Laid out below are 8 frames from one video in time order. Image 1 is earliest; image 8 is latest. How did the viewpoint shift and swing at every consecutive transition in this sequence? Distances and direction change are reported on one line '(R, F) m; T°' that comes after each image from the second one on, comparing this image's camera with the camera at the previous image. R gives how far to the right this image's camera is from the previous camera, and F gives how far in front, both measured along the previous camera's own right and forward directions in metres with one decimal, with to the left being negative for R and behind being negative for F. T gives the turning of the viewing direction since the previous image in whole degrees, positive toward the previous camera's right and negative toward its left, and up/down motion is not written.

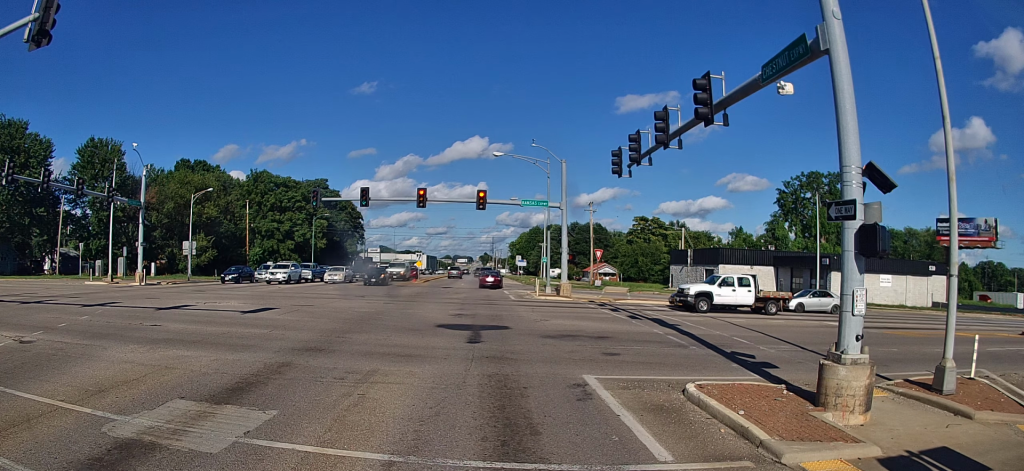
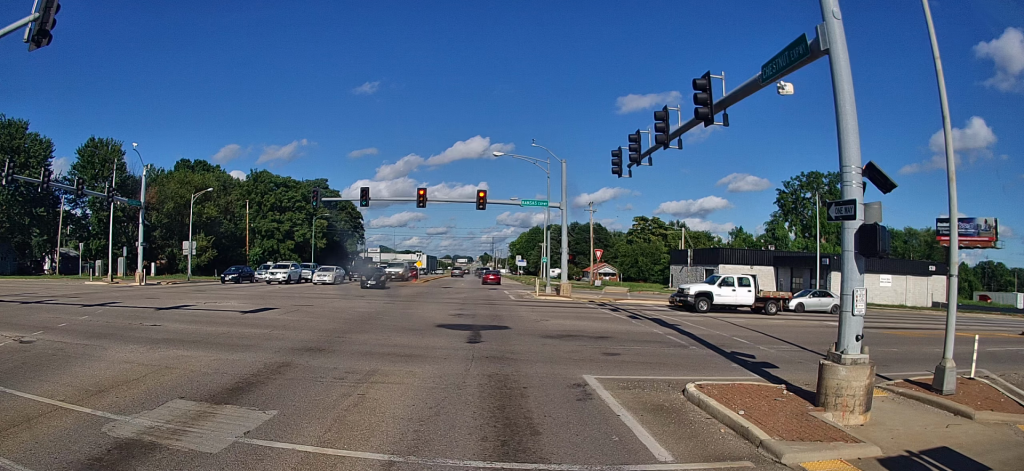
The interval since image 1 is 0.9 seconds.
(0.0, 0.0) m; 0°
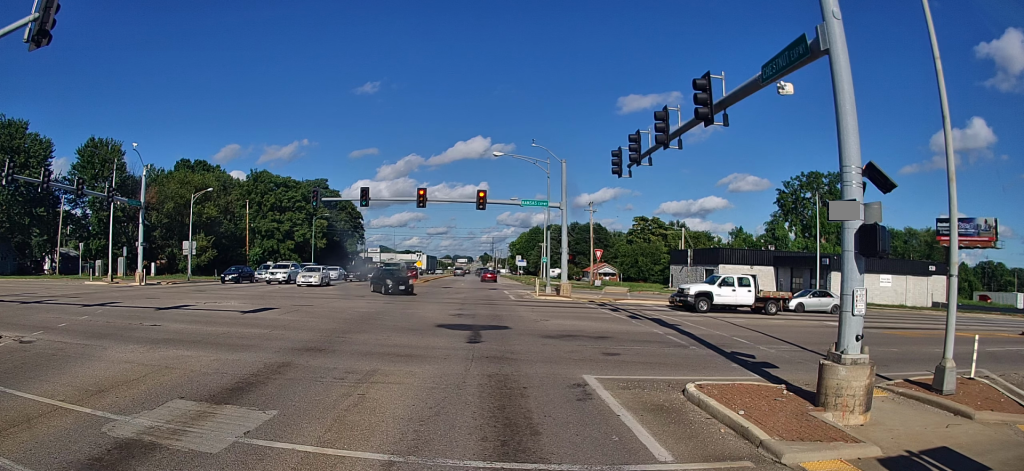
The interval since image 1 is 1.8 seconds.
(0.0, 0.0) m; 0°
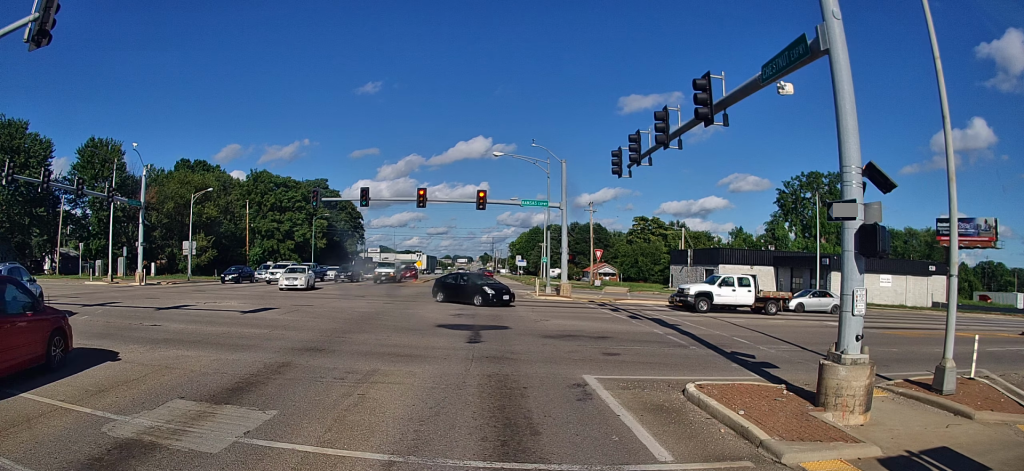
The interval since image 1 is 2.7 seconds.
(0.0, 0.0) m; 0°
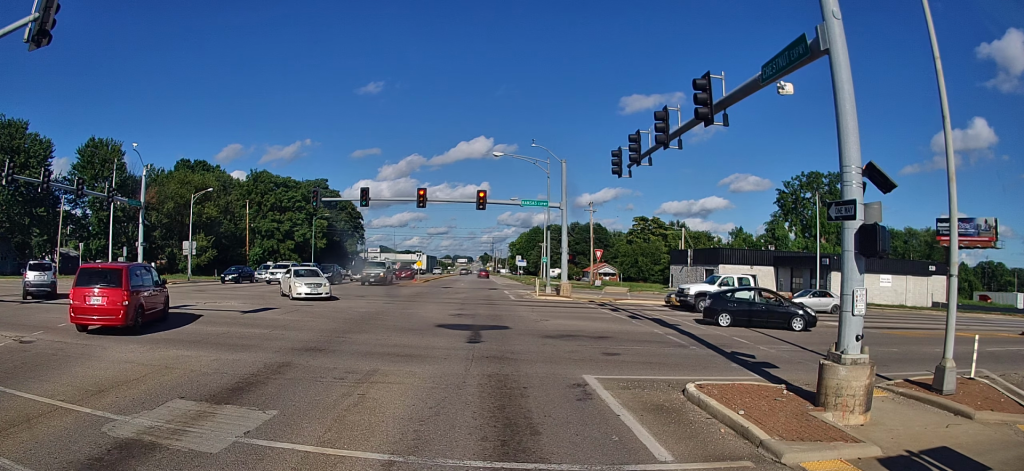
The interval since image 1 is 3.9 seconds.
(0.0, 0.0) m; 0°
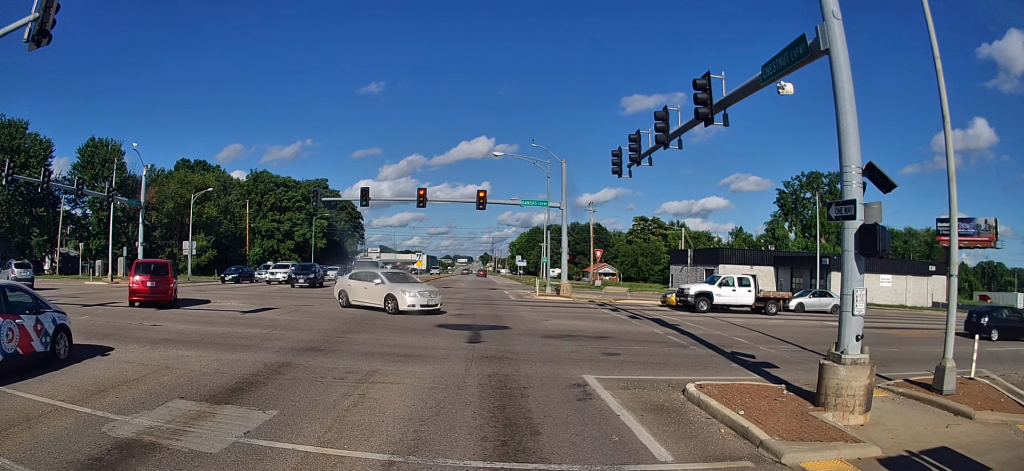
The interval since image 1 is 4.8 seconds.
(0.0, 0.0) m; 0°
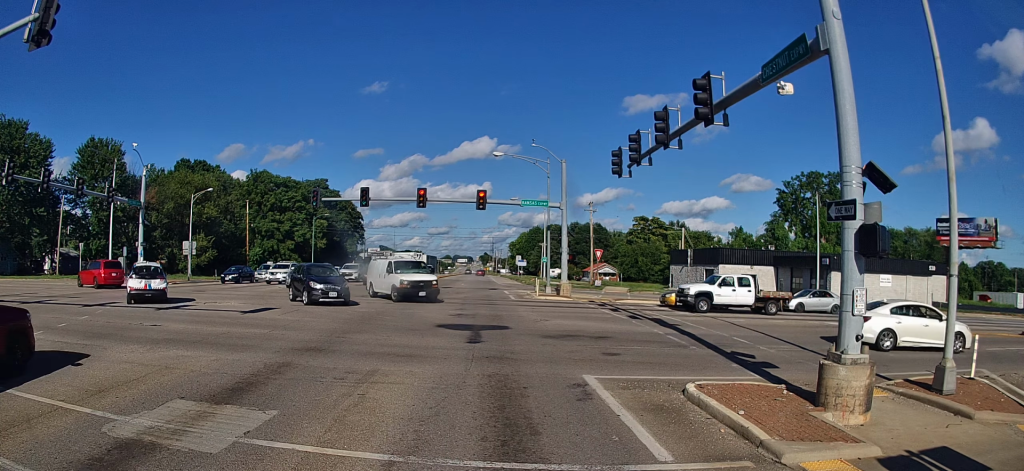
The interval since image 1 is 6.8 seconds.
(0.0, 0.0) m; 0°
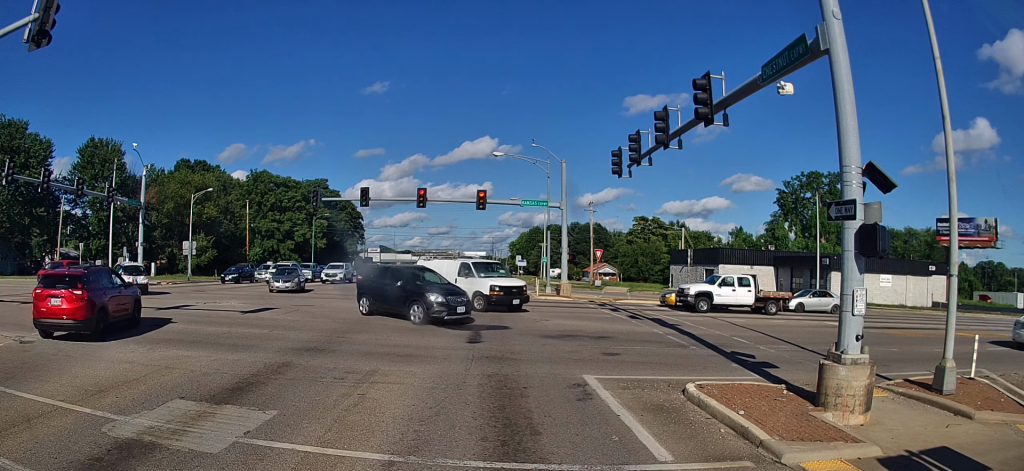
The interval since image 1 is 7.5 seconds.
(0.0, 0.0) m; 0°
